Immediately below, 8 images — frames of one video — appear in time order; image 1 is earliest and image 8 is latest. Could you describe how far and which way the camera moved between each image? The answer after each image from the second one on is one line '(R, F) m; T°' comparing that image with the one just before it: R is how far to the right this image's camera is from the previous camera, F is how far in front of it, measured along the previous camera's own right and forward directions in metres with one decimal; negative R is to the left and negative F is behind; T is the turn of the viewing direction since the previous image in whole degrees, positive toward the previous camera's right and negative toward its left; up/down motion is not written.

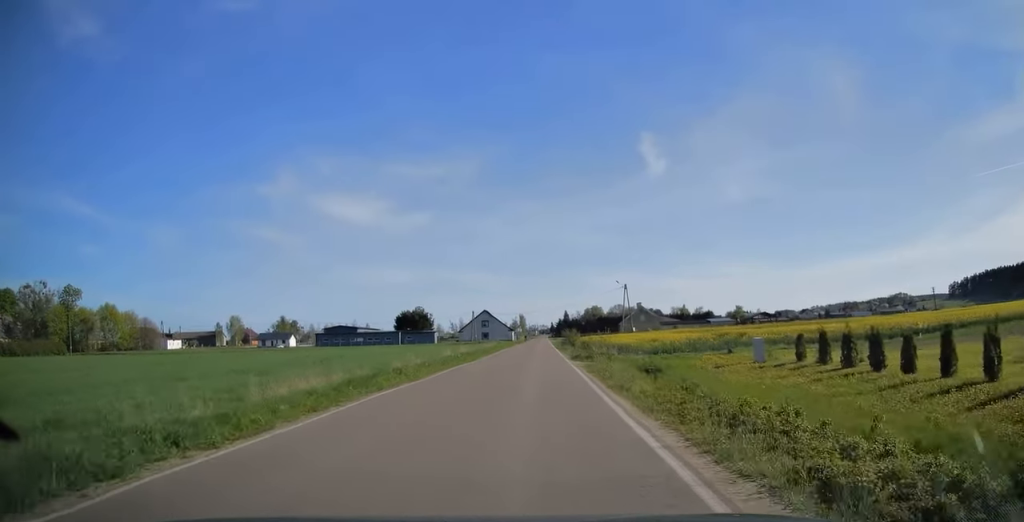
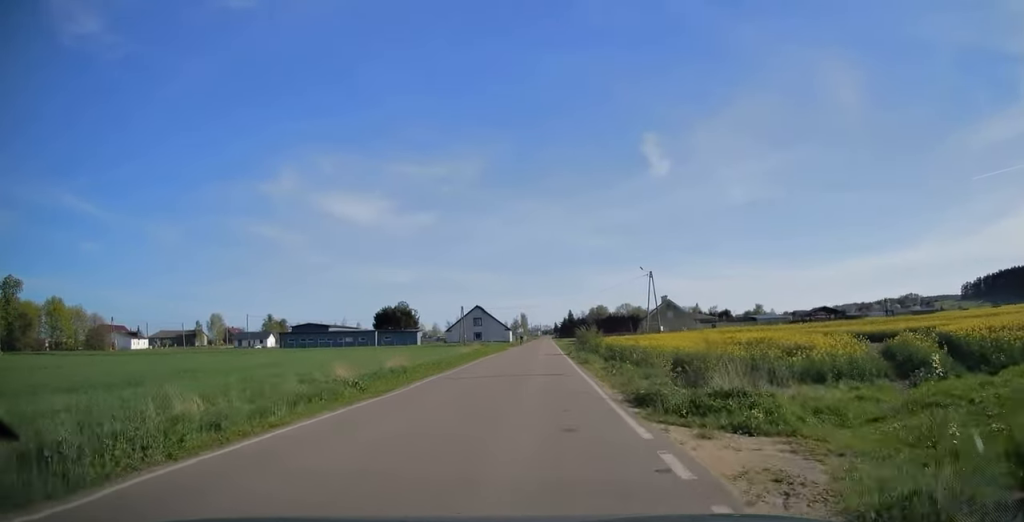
(0.0, +22.7) m; 0°
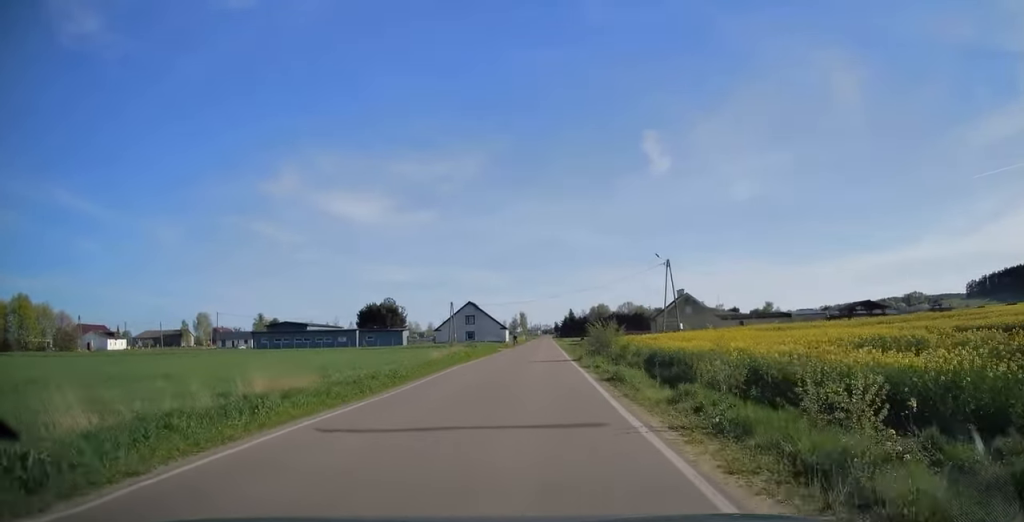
(-0.1, +12.1) m; 0°
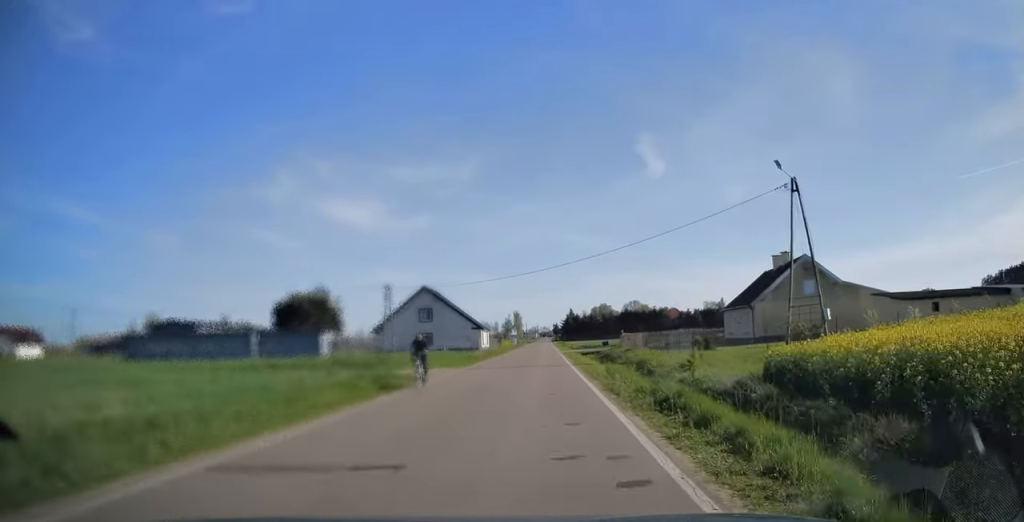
(+0.2, +39.1) m; 0°
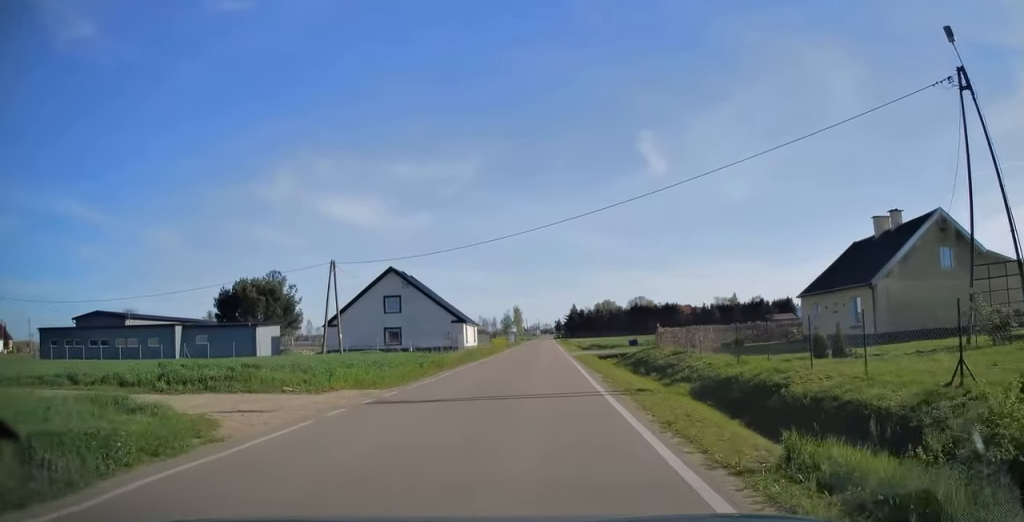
(0.0, +16.5) m; 0°
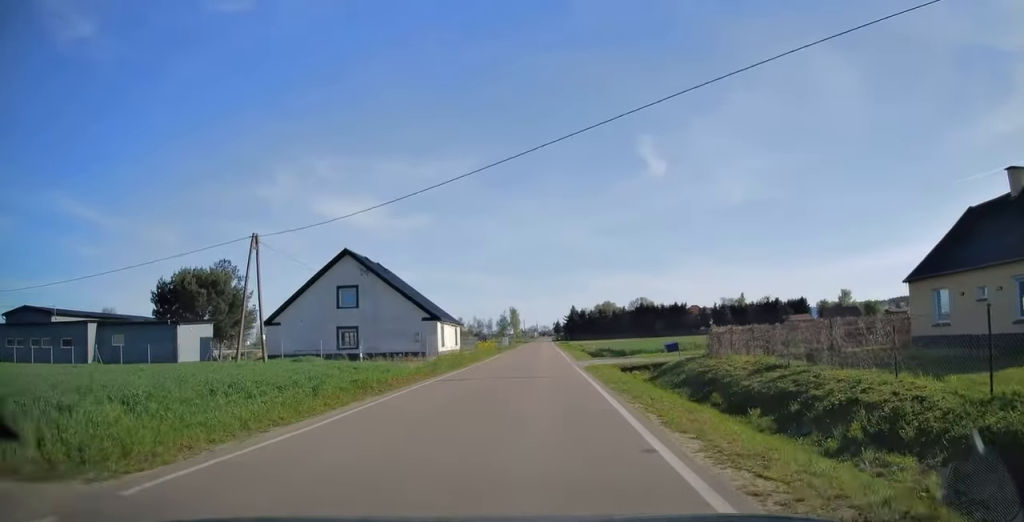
(0.0, +12.4) m; 0°
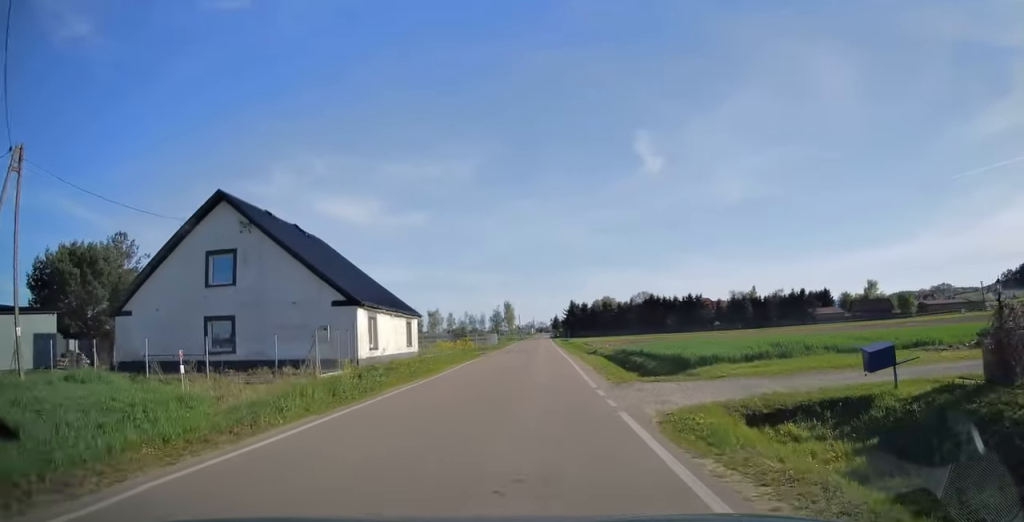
(0.0, +17.5) m; 0°
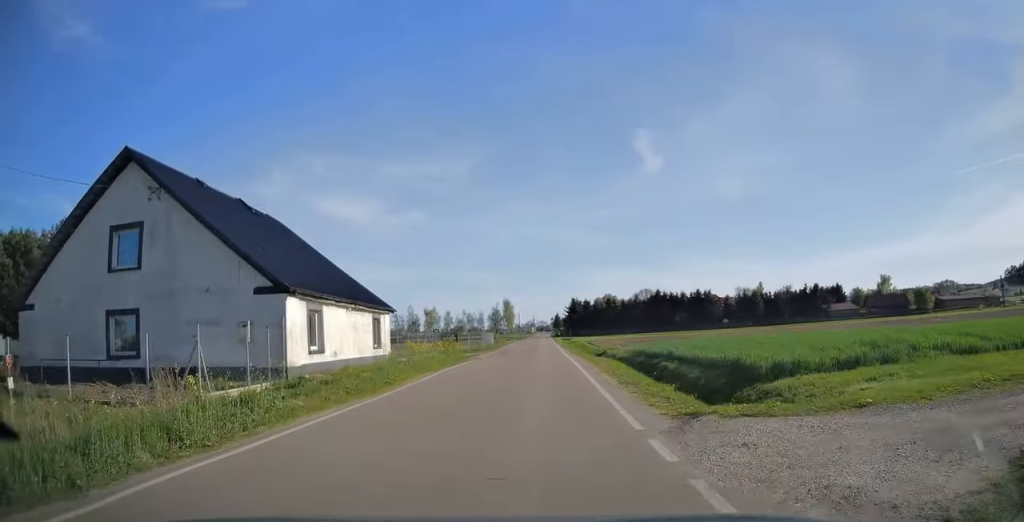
(0.0, +7.0) m; 0°
